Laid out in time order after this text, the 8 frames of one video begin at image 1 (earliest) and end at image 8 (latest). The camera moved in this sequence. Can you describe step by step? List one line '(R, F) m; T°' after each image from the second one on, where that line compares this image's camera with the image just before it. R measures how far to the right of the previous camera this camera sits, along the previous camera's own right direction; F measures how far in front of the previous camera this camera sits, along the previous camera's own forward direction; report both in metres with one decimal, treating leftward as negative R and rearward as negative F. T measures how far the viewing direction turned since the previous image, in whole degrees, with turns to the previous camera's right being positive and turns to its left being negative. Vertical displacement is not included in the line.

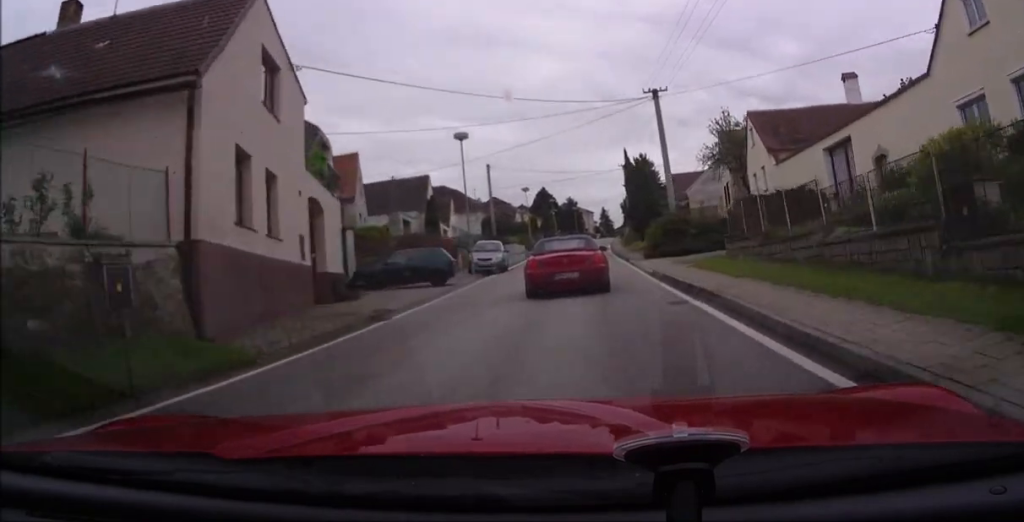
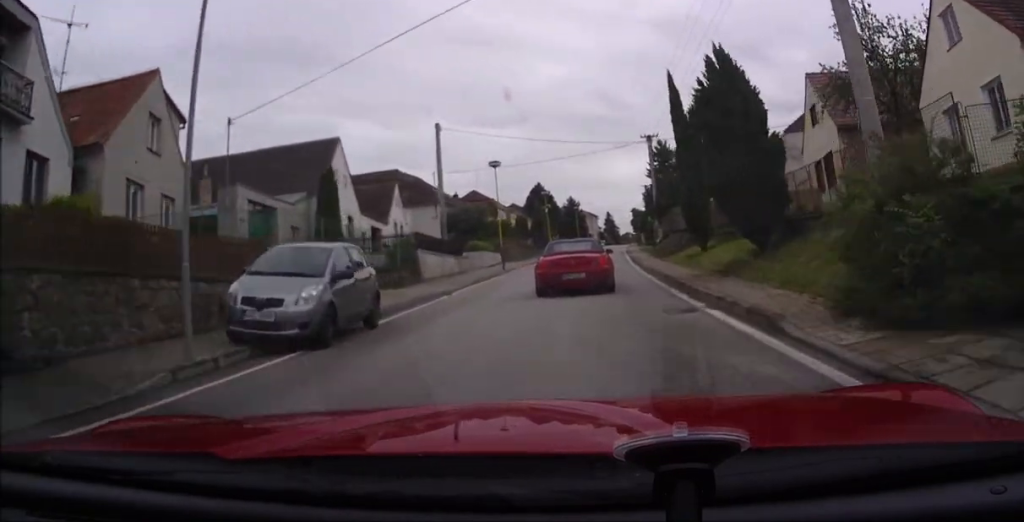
(+0.4, +21.7) m; +3°
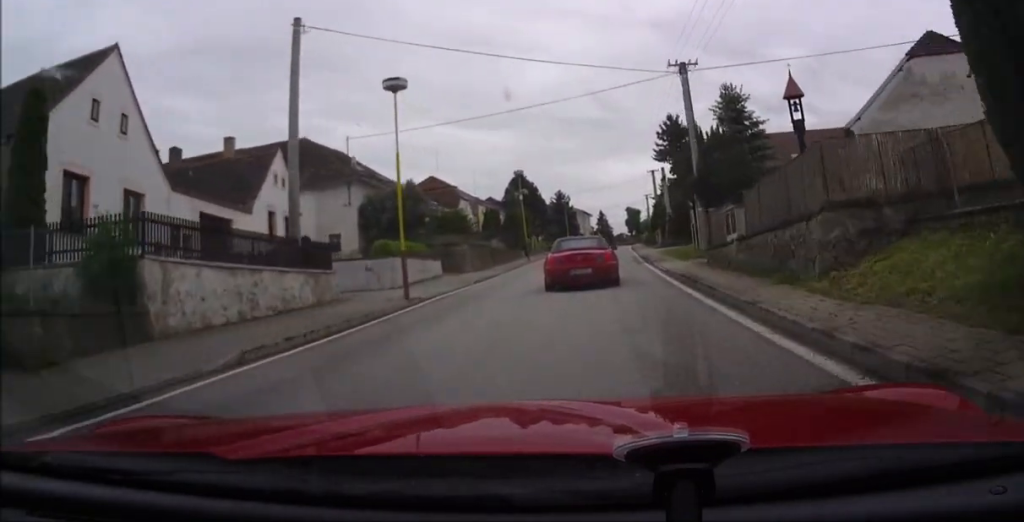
(+0.6, +18.1) m; 0°
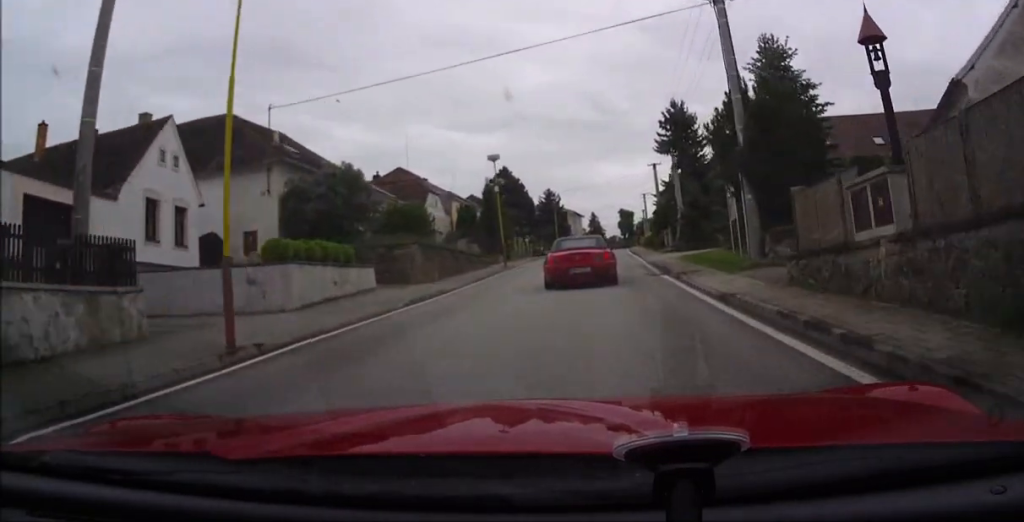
(-0.3, +8.5) m; -1°
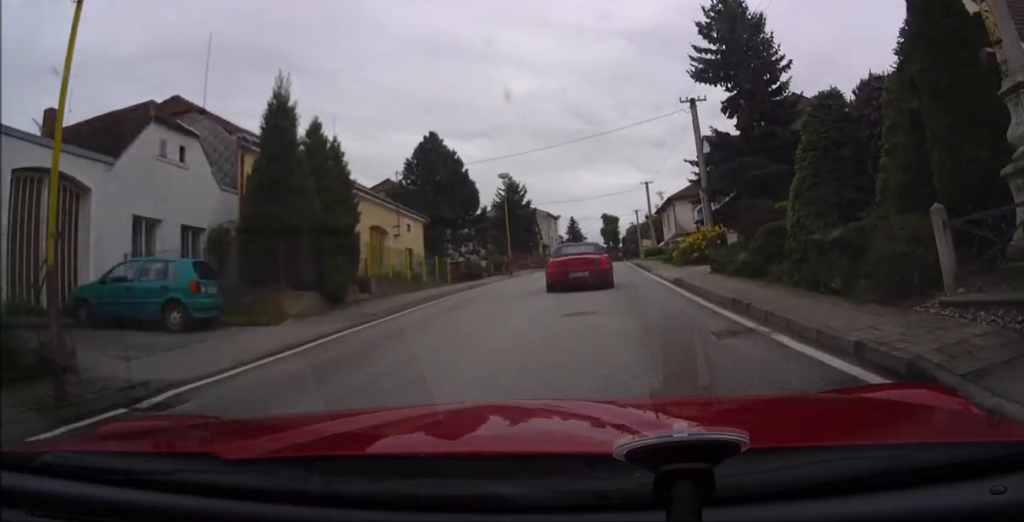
(+0.1, +29.3) m; +1°
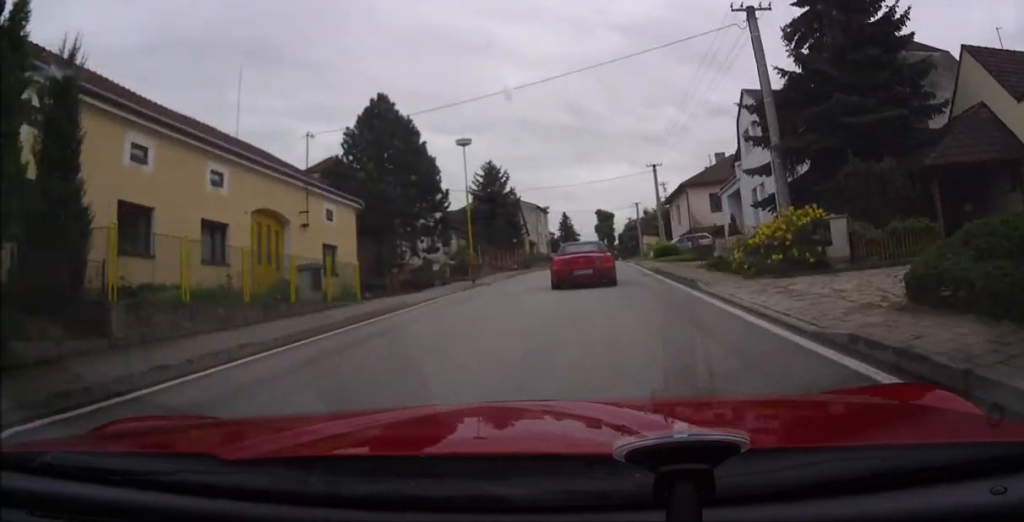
(+0.1, +11.7) m; +1°
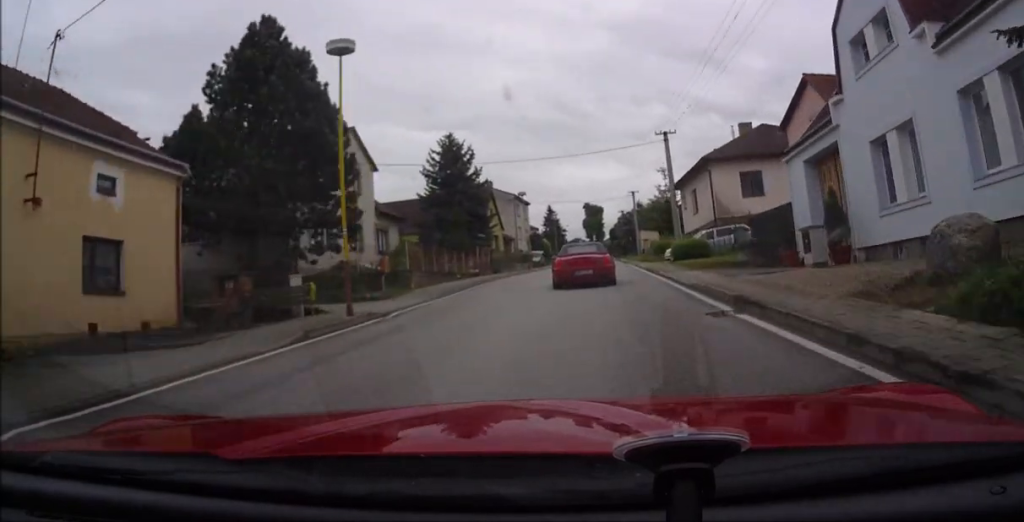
(0.0, +14.4) m; +1°
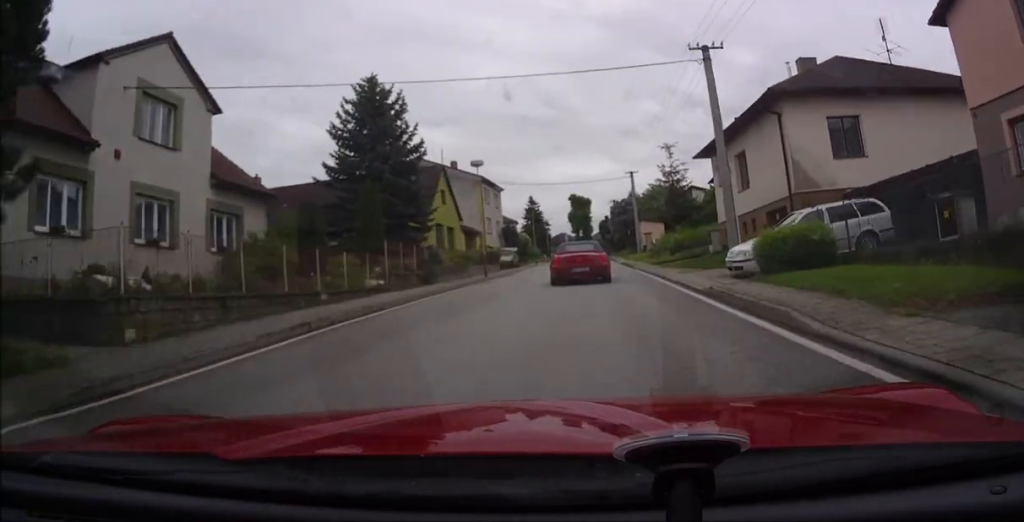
(+0.4, +16.1) m; +1°
